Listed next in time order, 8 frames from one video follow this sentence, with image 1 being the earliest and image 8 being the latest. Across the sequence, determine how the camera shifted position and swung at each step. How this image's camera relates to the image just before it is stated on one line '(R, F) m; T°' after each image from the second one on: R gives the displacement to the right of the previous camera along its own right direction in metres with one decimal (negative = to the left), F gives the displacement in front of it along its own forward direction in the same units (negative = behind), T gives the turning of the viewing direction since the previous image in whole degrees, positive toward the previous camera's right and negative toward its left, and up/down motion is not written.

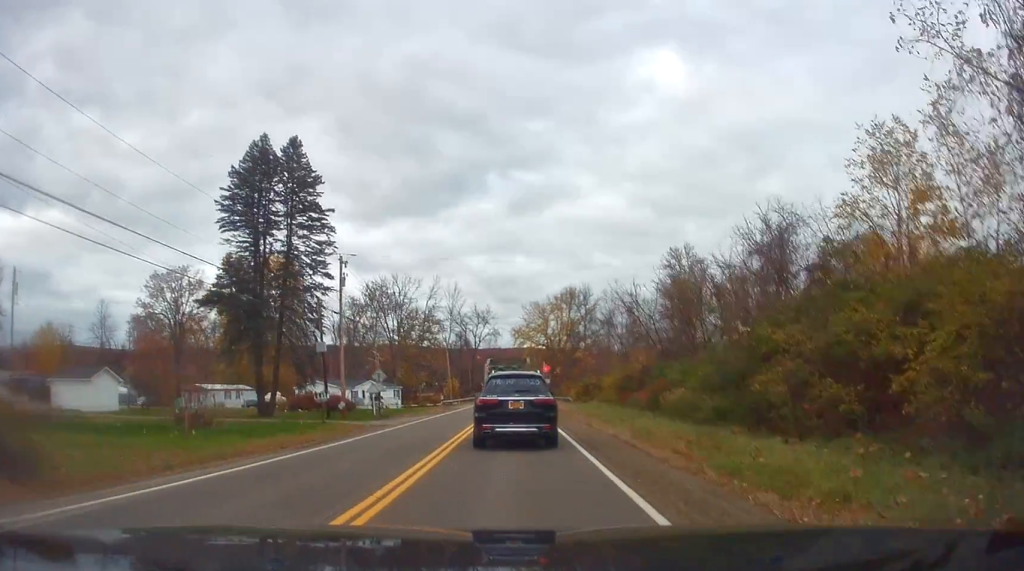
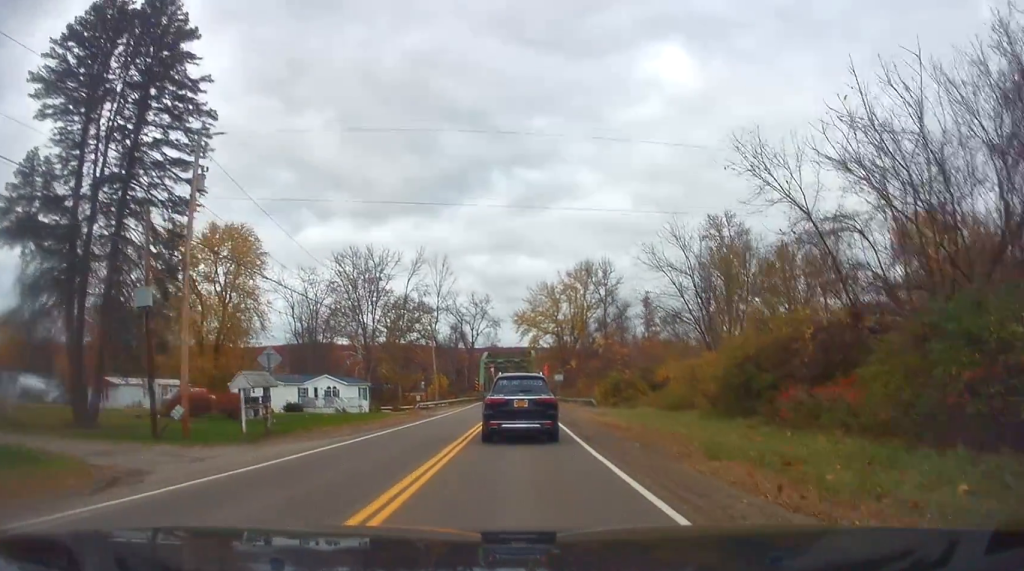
(+0.2, +19.3) m; -1°
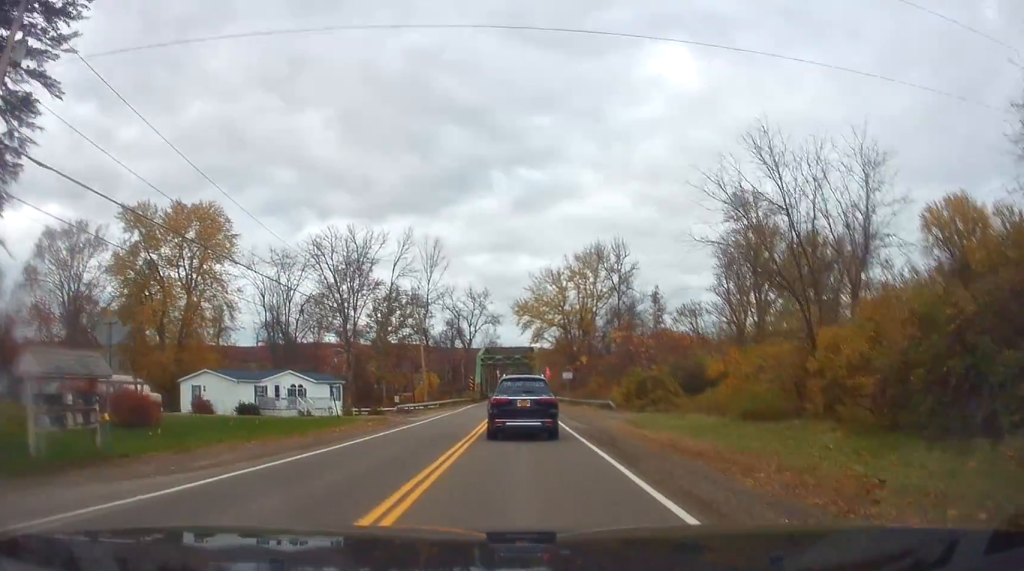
(-0.1, +10.1) m; 0°
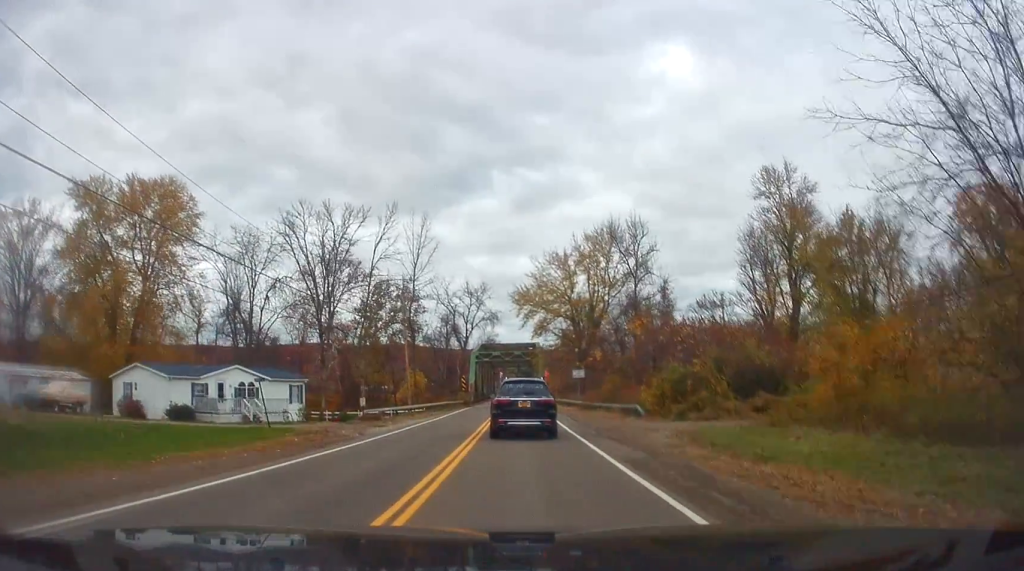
(0.0, +9.8) m; +1°
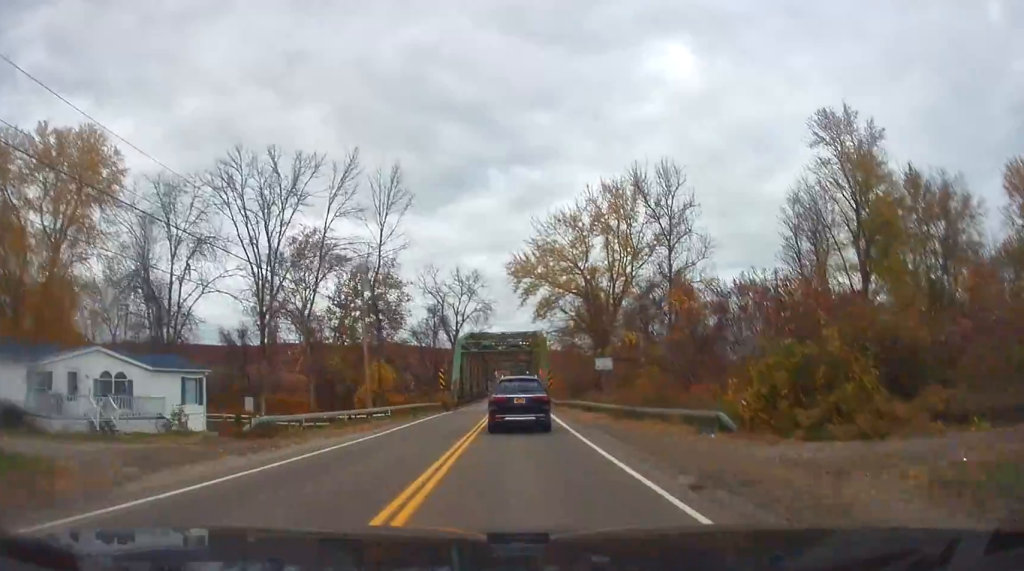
(+0.4, +14.0) m; +1°
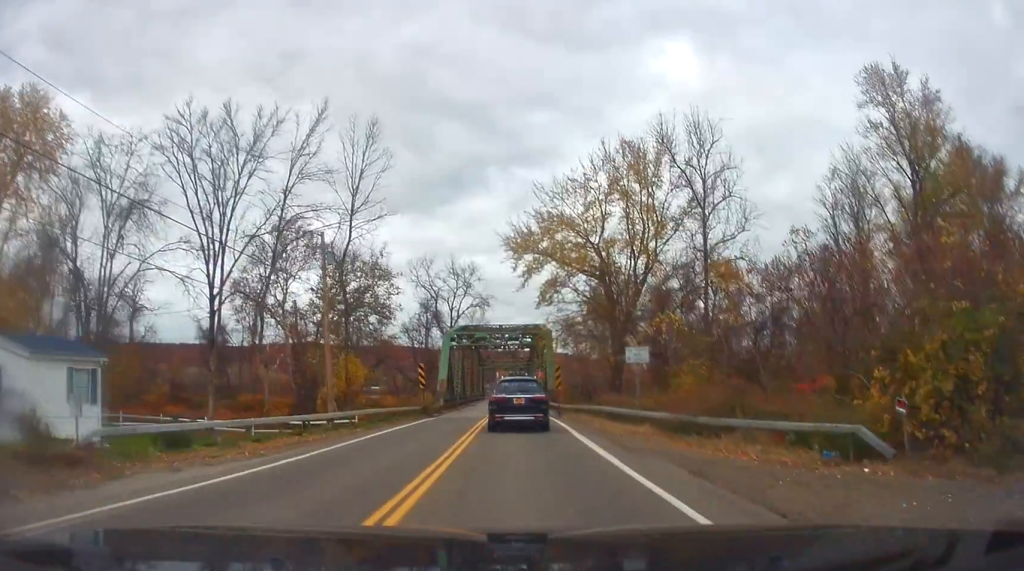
(-0.2, +8.2) m; 0°
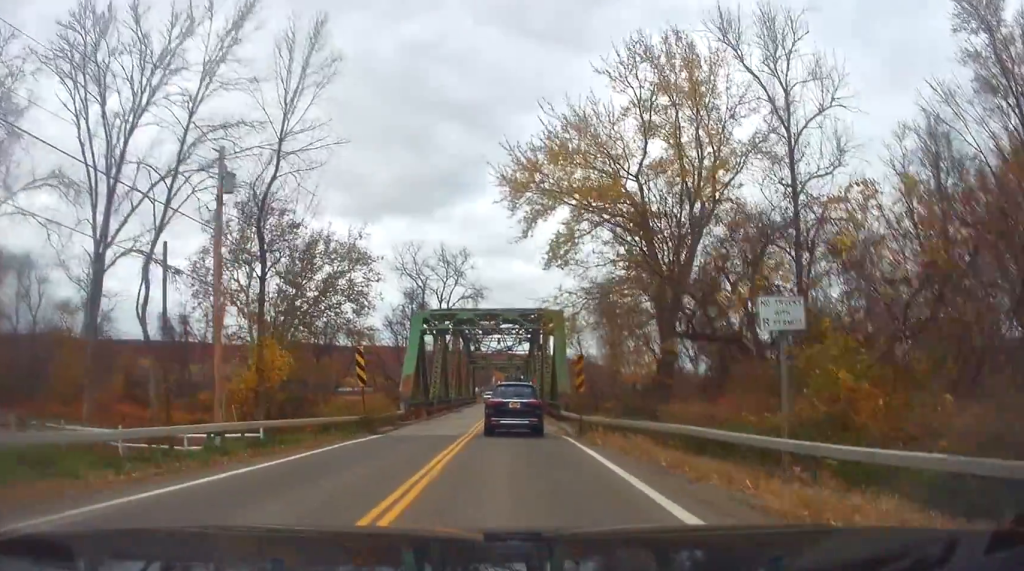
(+0.1, +12.0) m; +1°
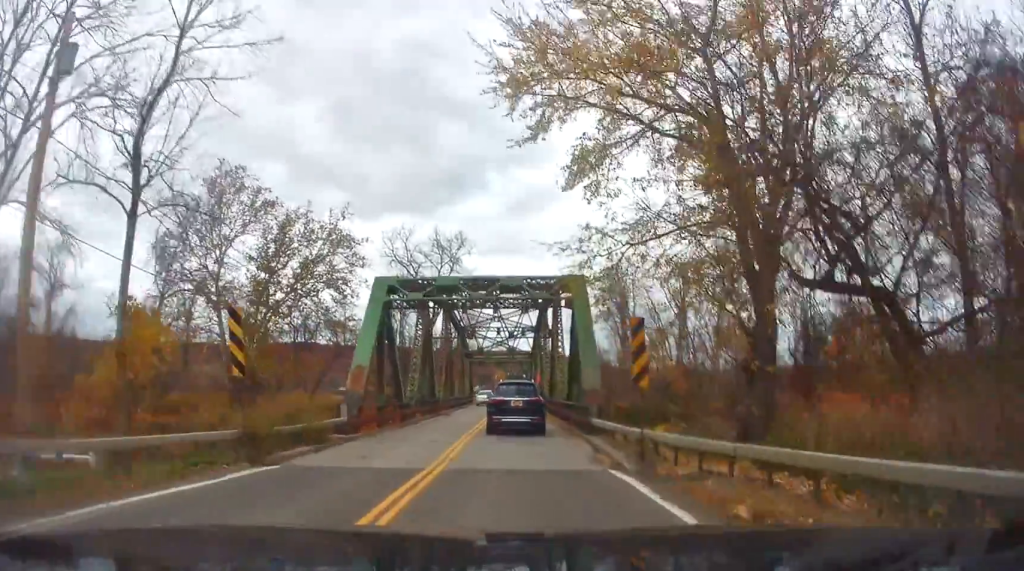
(+0.1, +9.2) m; 0°
